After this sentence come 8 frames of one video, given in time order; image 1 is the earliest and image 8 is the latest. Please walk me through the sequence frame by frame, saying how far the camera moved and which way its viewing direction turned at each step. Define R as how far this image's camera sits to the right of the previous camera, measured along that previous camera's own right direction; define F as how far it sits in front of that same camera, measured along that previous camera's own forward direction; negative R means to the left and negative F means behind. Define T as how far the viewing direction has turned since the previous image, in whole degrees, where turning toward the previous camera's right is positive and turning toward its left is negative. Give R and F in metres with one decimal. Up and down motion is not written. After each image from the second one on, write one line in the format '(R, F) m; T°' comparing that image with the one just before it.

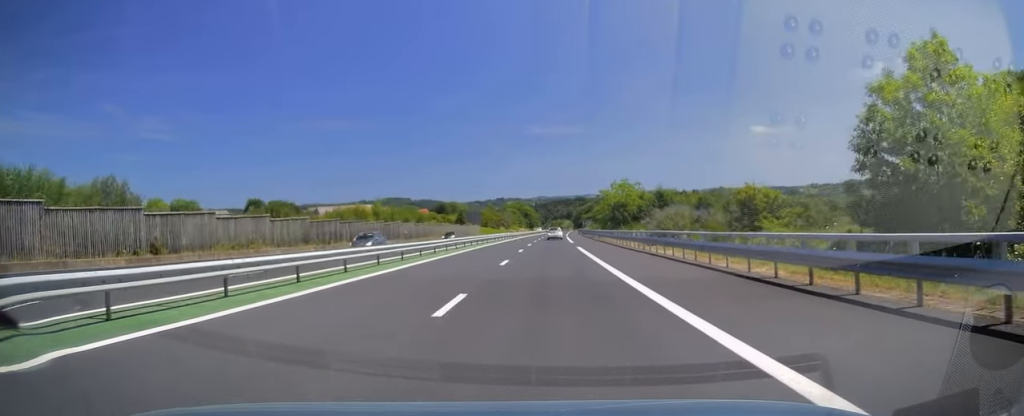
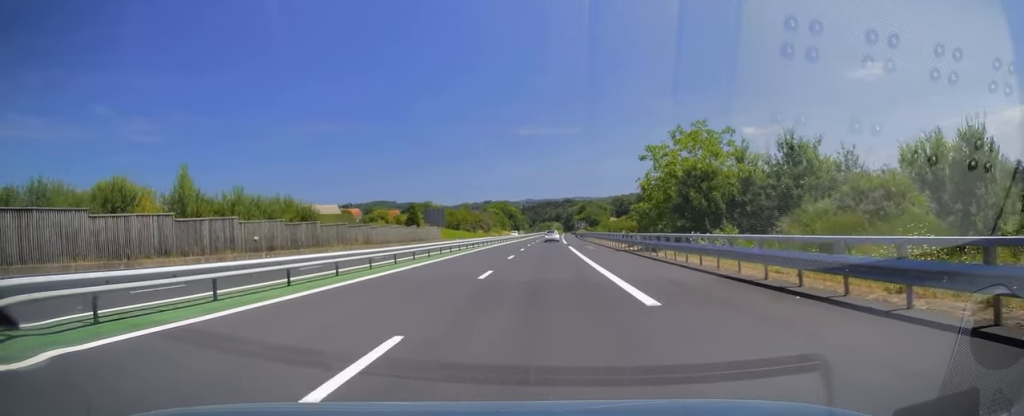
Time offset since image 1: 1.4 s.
(+0.9, +44.2) m; +2°
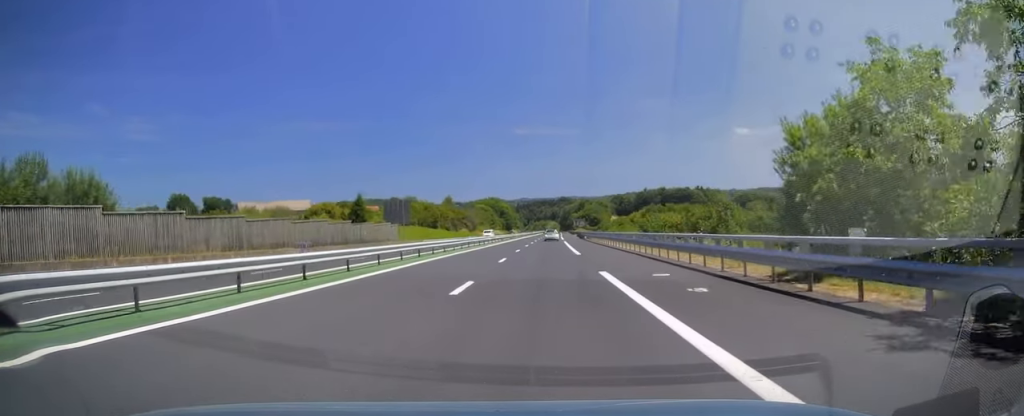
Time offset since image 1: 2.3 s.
(+0.3, +30.7) m; +1°
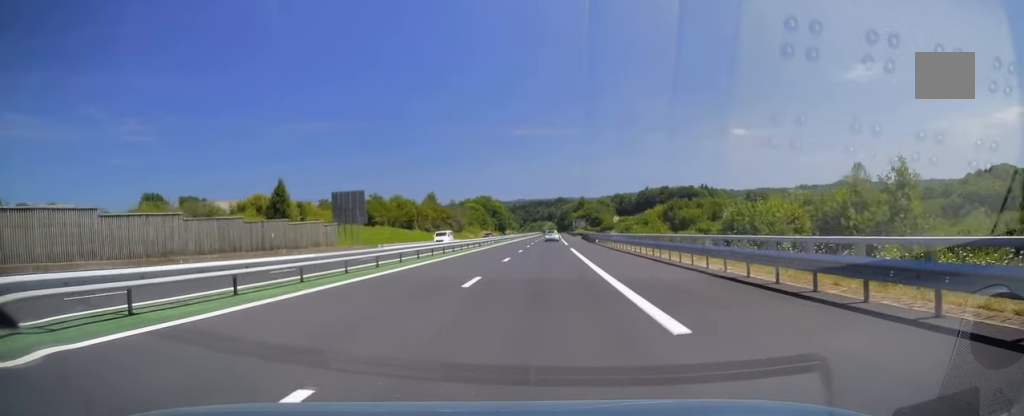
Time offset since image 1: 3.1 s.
(0.0, +24.2) m; +1°
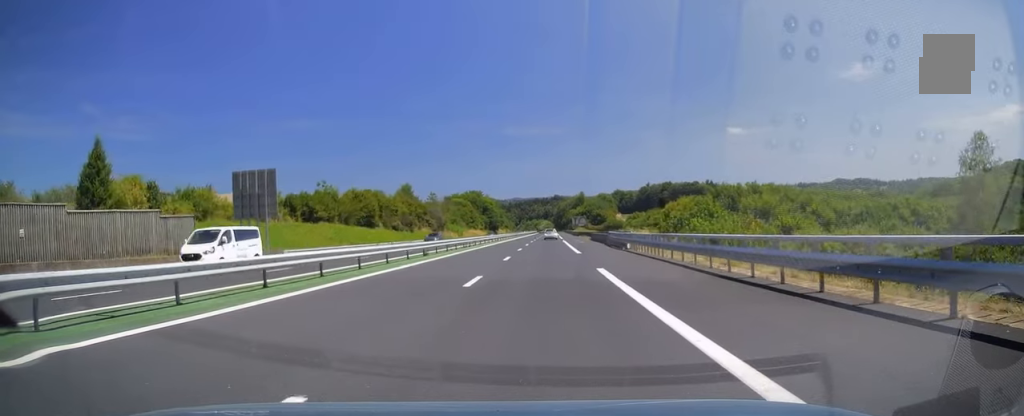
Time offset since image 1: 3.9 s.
(+0.3, +26.4) m; 0°
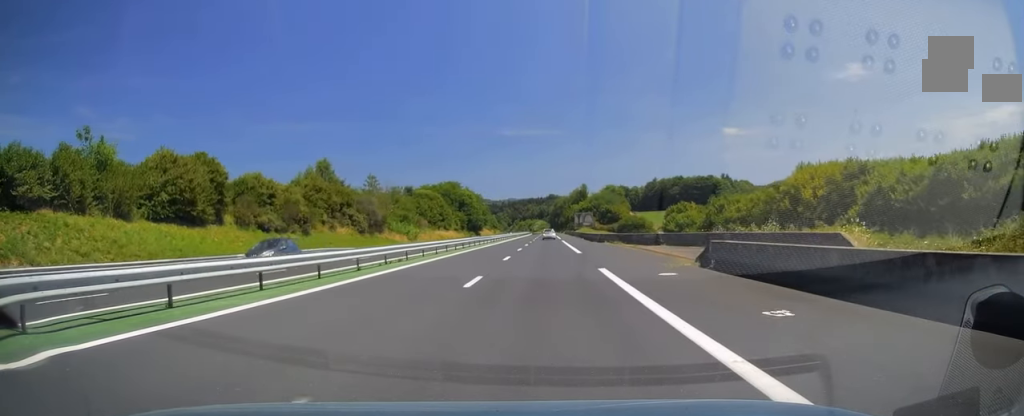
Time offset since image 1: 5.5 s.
(-0.1, +52.3) m; 0°
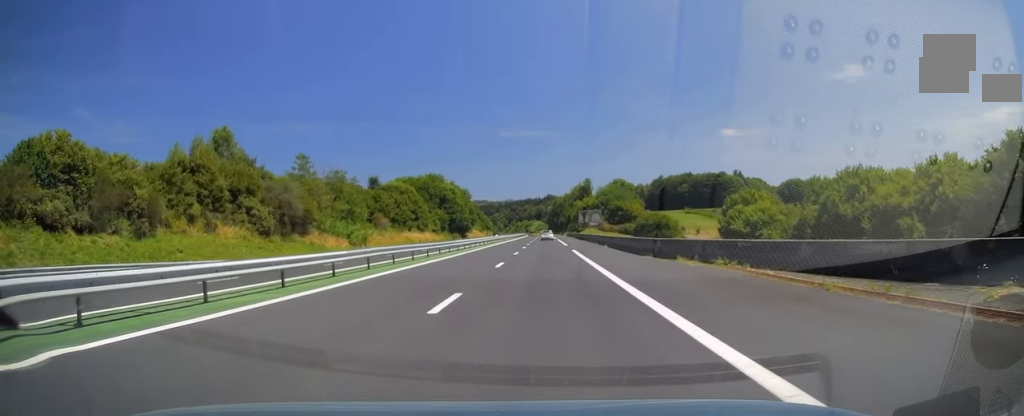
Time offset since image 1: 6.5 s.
(+0.2, +30.8) m; 0°
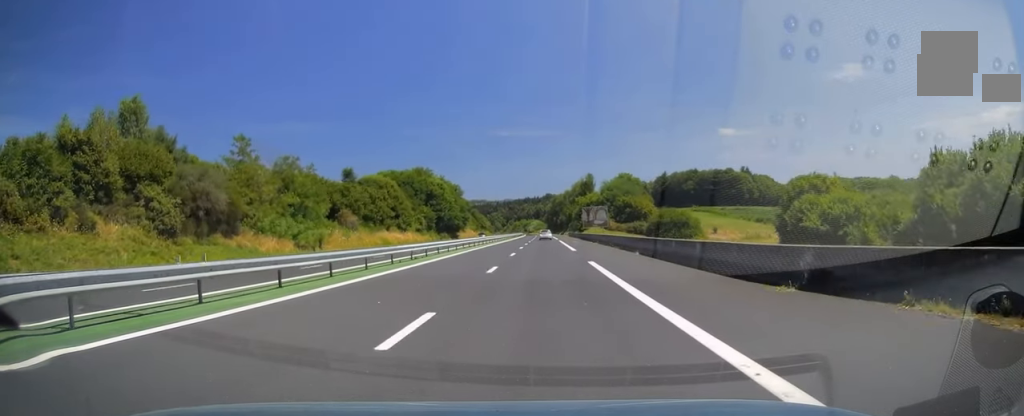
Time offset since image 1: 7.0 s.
(0.0, +16.2) m; 0°
